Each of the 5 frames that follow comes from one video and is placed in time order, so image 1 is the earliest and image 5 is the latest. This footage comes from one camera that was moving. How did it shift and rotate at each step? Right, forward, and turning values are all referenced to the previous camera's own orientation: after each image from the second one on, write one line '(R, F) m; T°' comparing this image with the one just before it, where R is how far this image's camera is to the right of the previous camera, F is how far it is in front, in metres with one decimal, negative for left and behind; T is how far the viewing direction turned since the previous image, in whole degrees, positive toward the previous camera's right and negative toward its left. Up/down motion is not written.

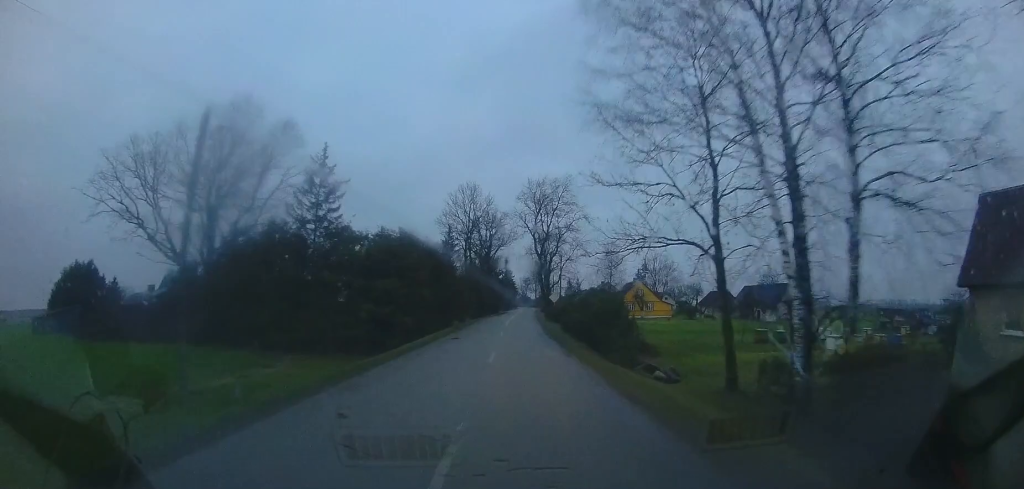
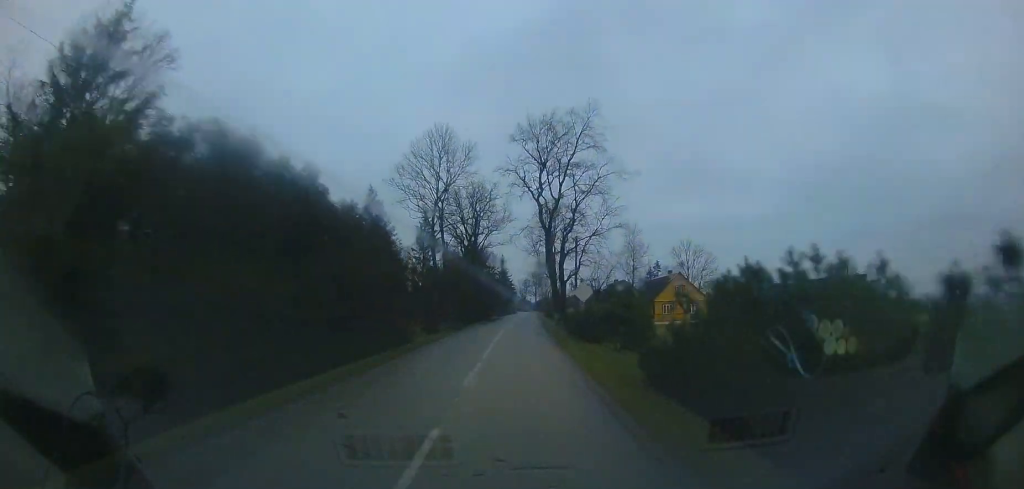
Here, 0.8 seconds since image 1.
(+0.1, +15.5) m; +1°
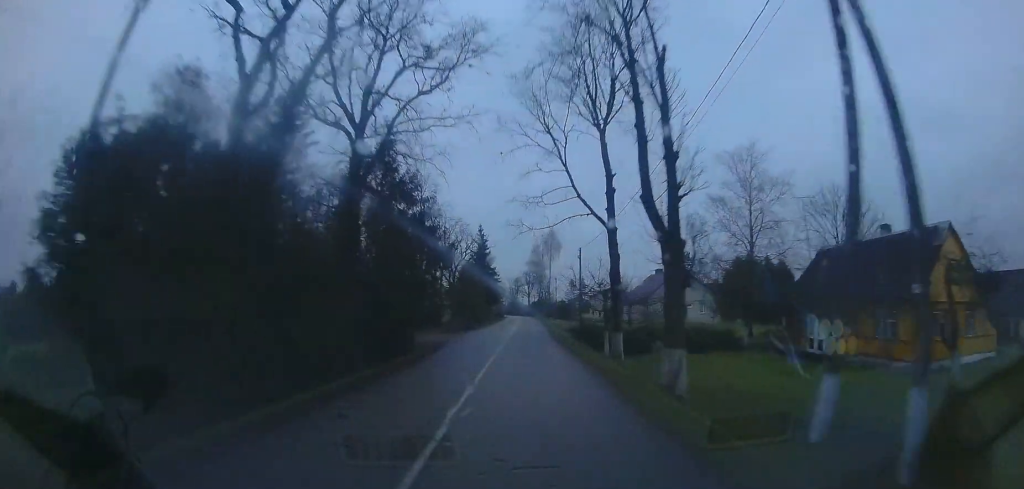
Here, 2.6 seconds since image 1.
(+0.4, +31.9) m; +1°
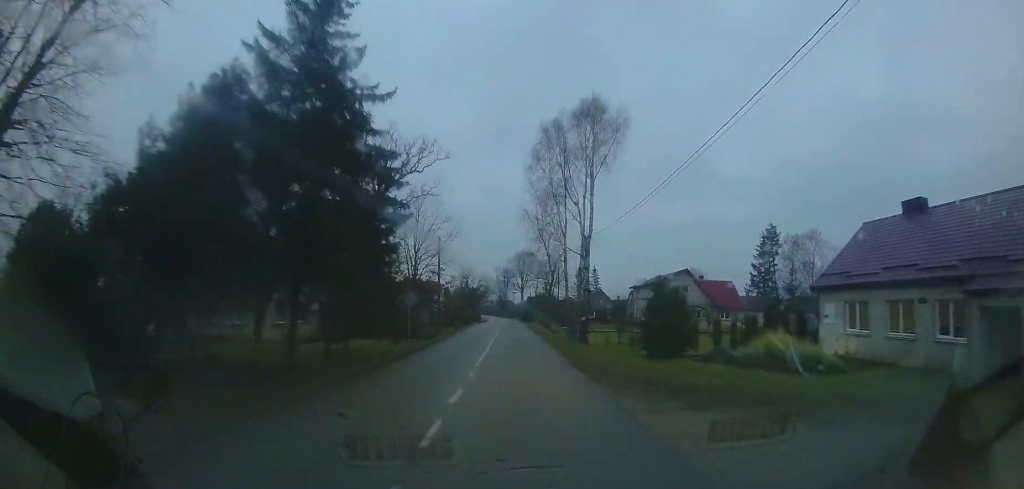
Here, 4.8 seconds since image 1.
(0.0, +41.8) m; -1°
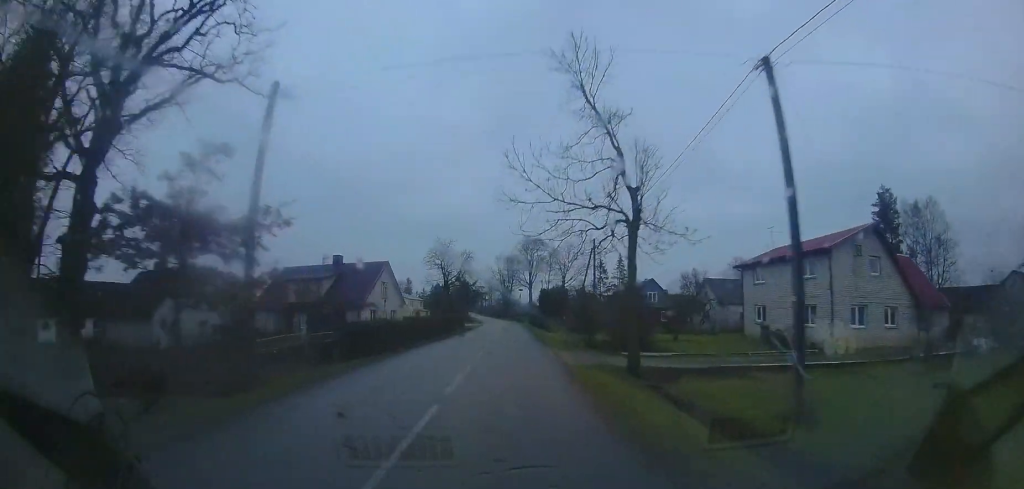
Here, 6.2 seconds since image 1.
(-0.1, +23.8) m; -1°
